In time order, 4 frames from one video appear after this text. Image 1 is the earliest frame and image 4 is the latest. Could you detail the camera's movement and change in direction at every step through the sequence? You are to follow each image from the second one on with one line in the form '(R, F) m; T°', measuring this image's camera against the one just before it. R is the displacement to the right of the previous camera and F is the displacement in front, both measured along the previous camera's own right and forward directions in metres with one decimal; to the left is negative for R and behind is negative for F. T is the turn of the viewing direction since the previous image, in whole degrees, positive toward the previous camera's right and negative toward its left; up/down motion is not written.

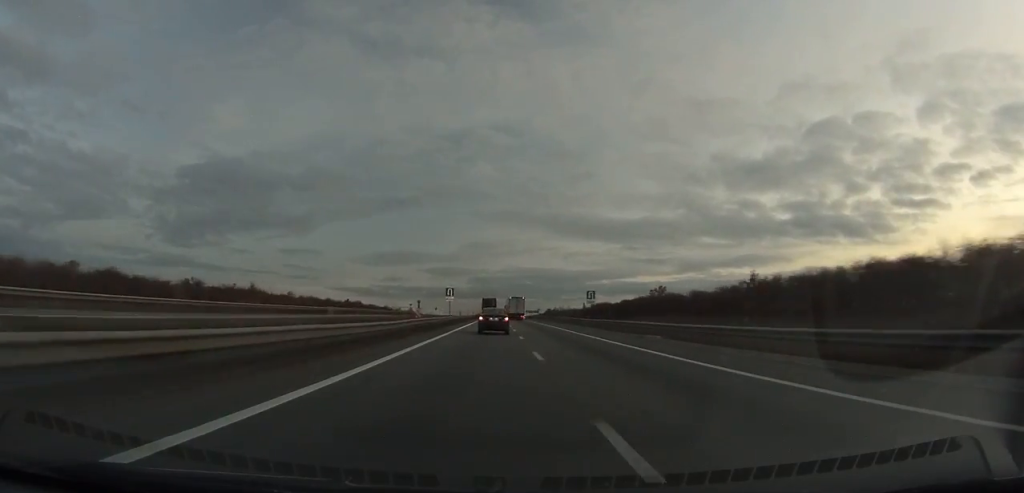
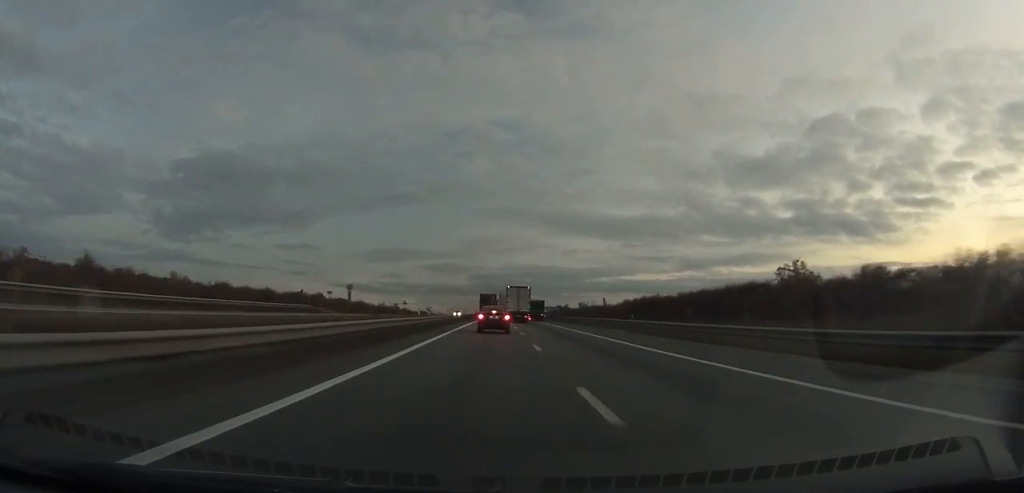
(+0.2, +68.0) m; 0°
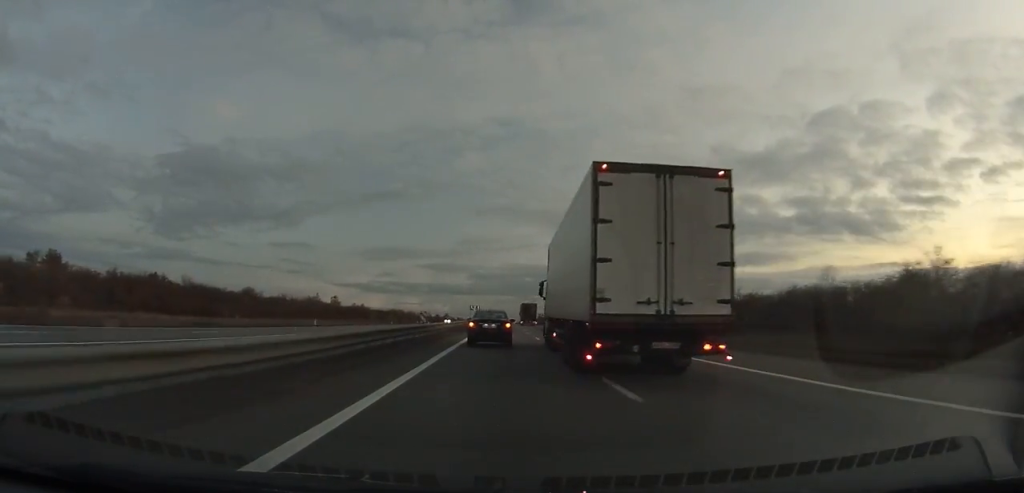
(-0.4, +167.4) m; 0°
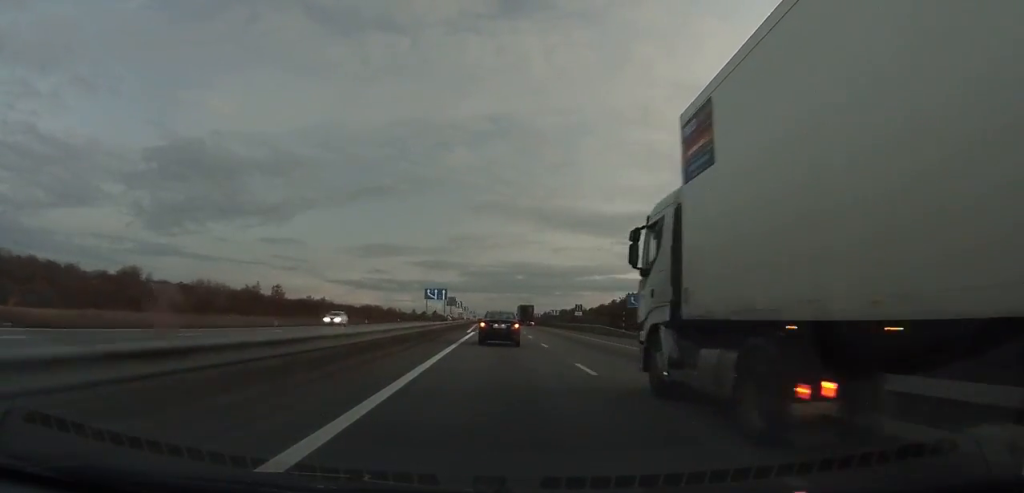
(0.0, +53.8) m; +1°
